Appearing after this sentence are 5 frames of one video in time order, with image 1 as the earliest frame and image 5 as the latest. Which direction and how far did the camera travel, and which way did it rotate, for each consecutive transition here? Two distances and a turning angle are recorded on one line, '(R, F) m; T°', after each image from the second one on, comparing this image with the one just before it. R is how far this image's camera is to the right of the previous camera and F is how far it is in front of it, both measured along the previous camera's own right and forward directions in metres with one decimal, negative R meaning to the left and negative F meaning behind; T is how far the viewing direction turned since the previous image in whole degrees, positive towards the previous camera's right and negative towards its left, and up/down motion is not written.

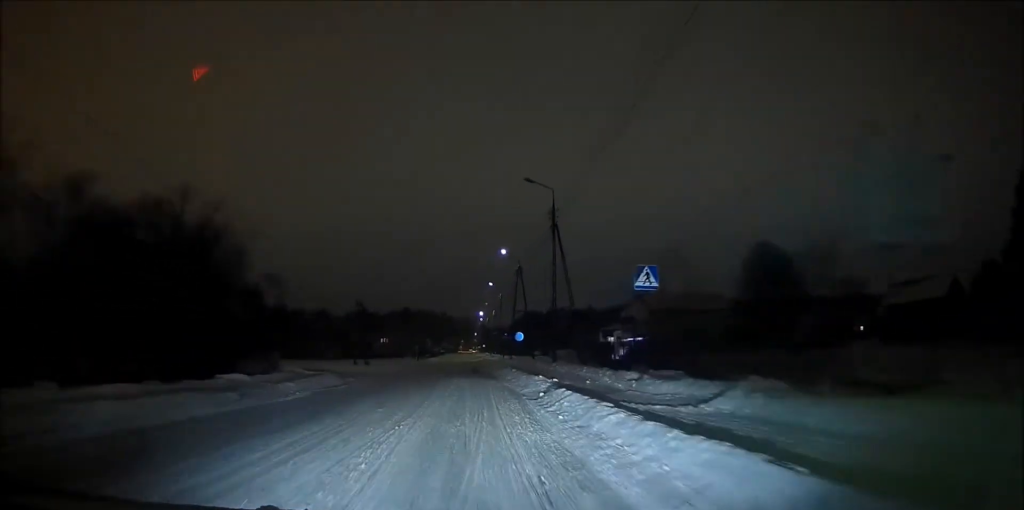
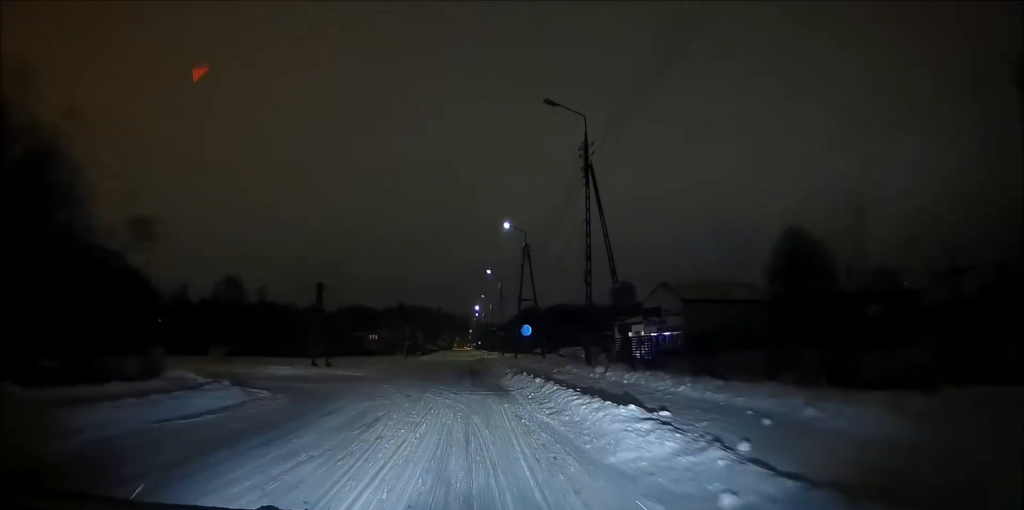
(-0.2, +14.2) m; -1°
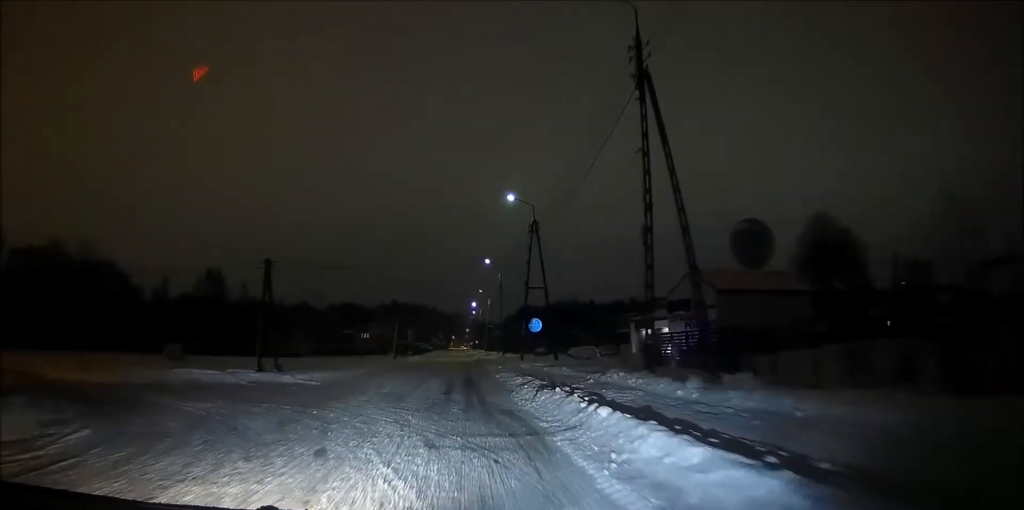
(-0.1, +11.8) m; -2°
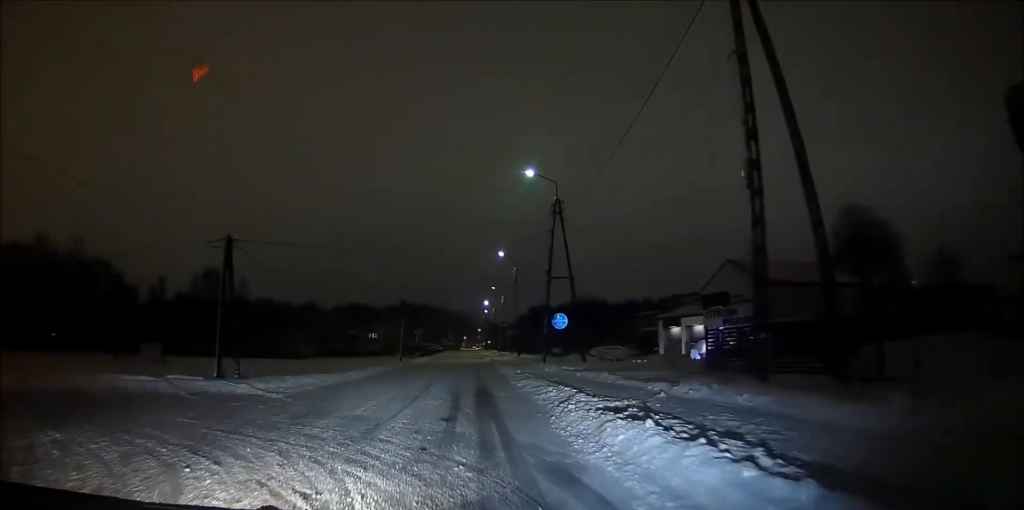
(-0.2, +8.7) m; -3°
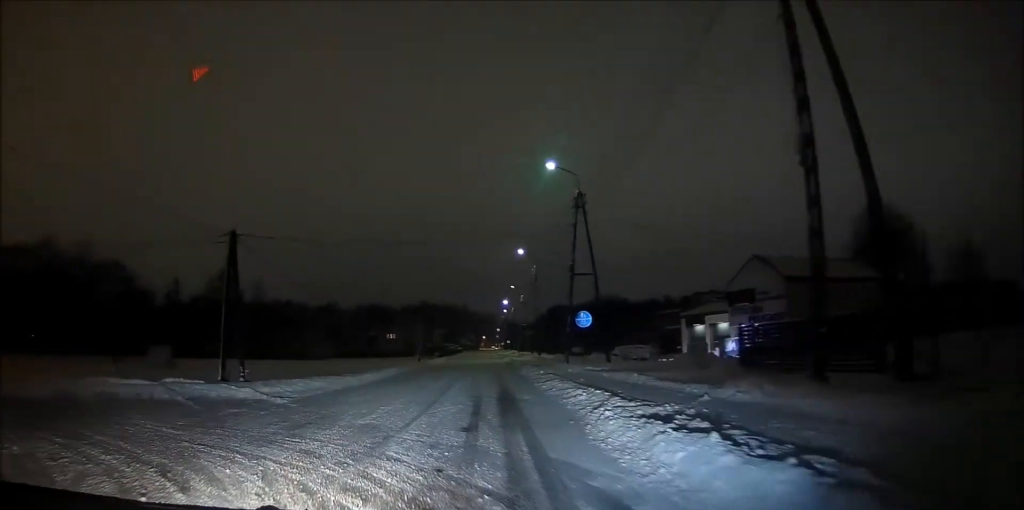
(0.0, +2.3) m; -1°
